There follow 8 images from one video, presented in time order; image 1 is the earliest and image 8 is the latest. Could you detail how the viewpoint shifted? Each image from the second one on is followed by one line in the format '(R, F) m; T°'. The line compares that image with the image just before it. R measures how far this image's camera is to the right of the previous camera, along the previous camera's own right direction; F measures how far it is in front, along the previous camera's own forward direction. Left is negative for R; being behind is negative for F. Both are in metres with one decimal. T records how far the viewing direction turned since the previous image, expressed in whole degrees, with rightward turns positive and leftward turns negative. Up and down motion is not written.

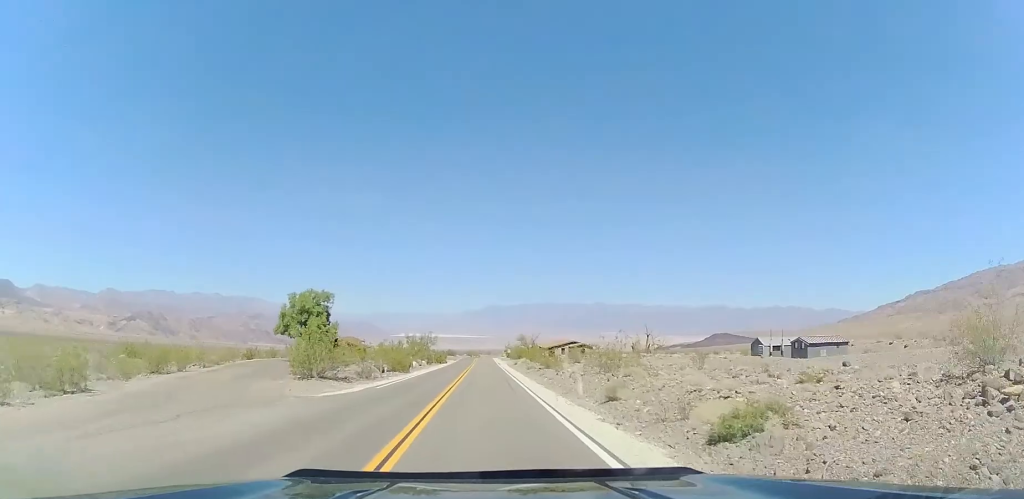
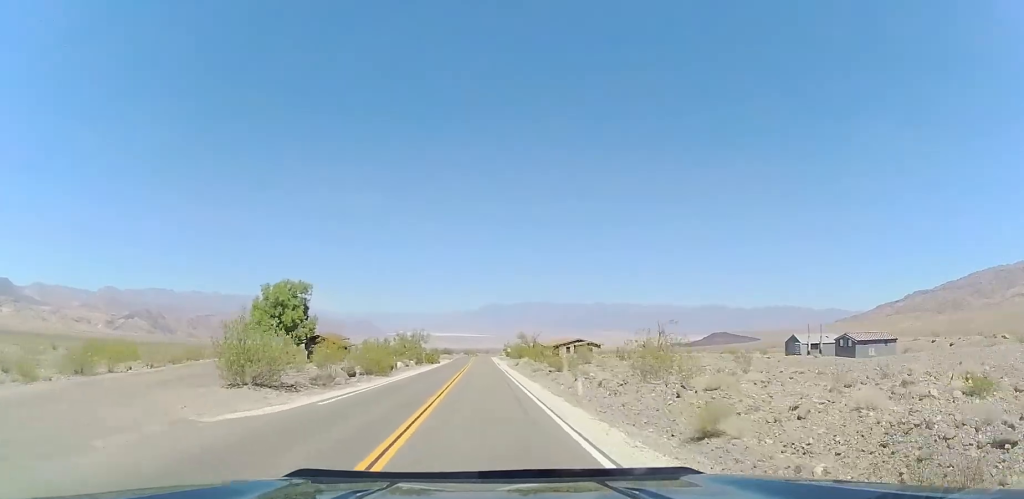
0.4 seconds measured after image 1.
(0.0, +8.6) m; 0°
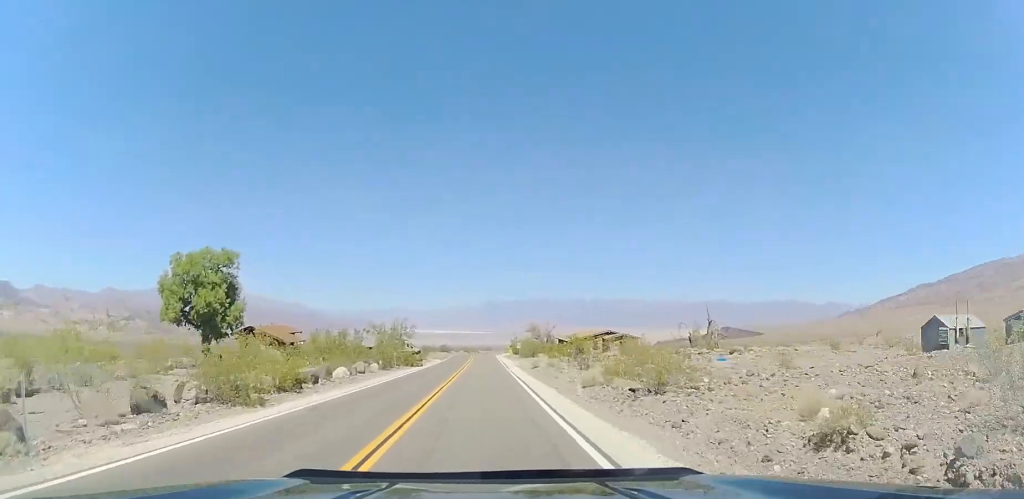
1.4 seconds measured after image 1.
(0.0, +20.6) m; 0°
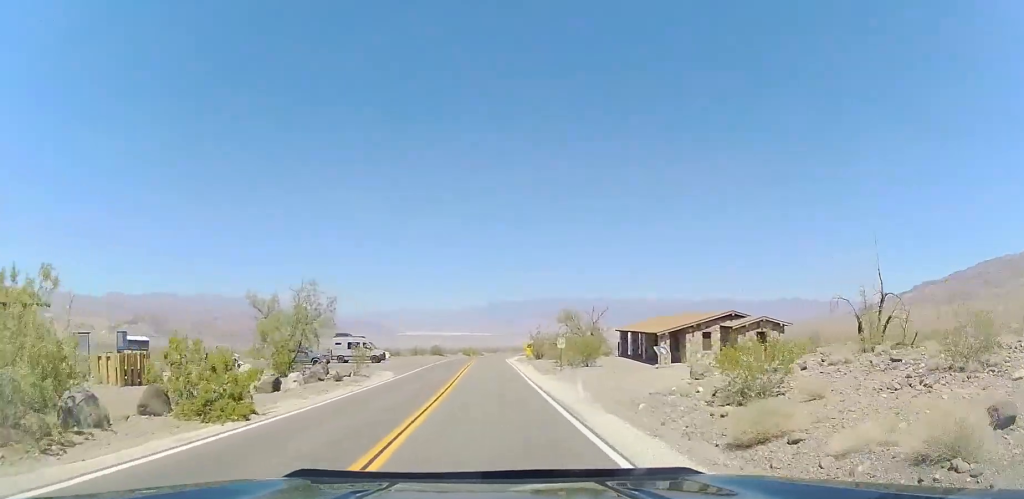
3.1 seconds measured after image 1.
(+0.5, +37.6) m; +3°
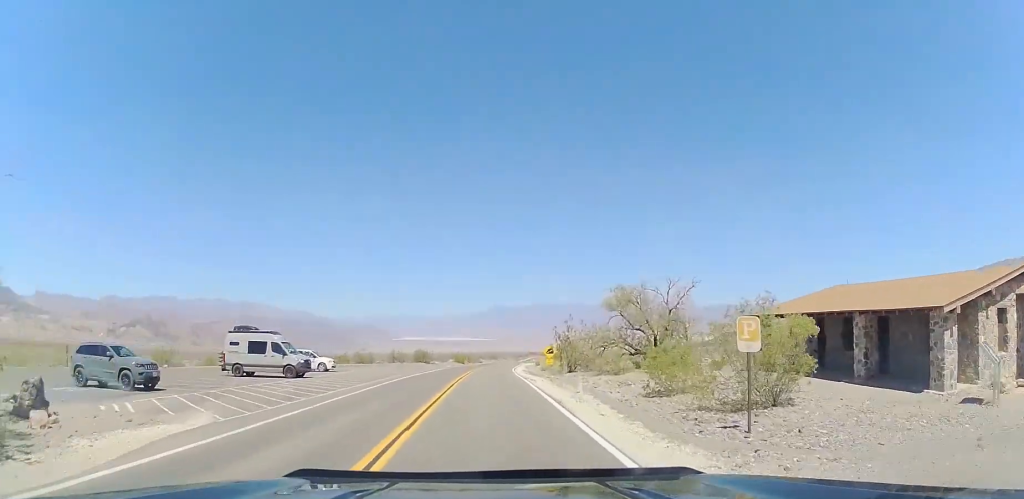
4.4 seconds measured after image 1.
(+0.6, +26.1) m; +1°
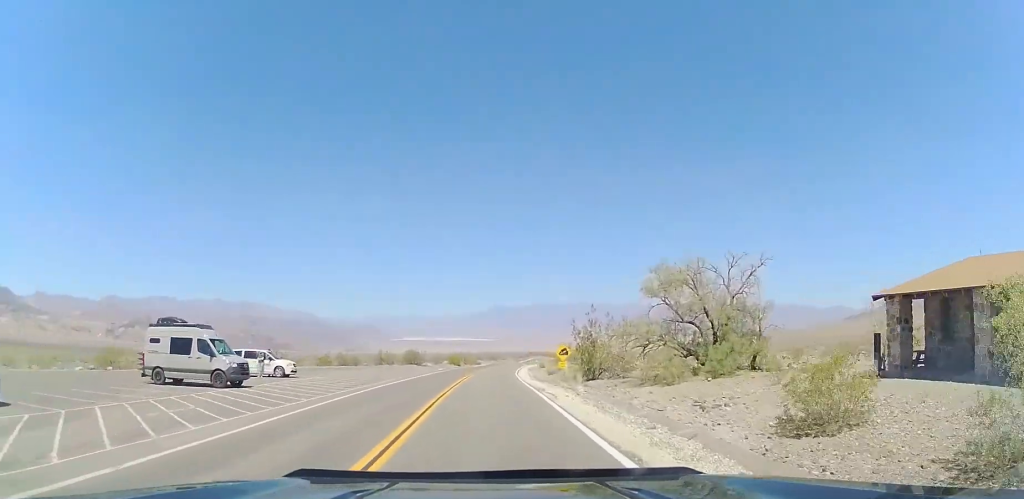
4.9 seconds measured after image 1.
(0.0, +9.4) m; 0°
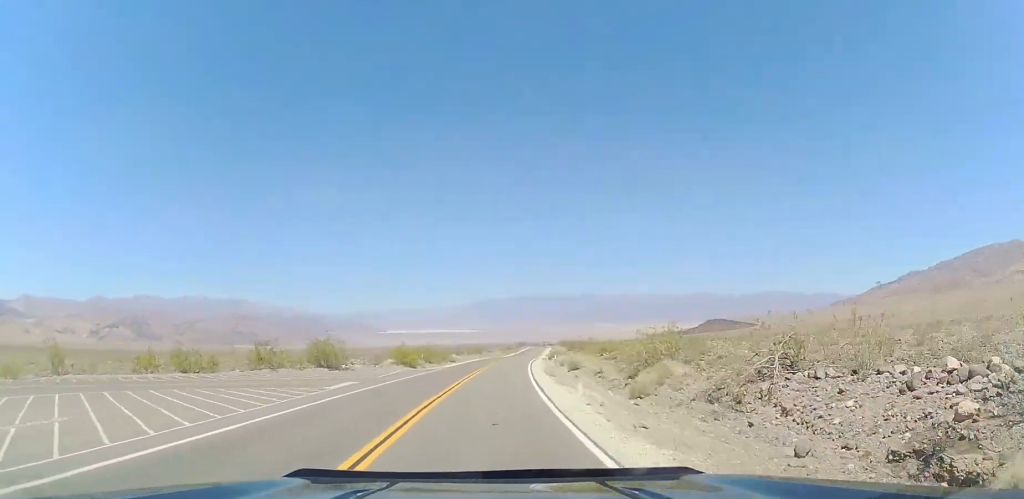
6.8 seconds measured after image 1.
(0.0, +38.3) m; 0°
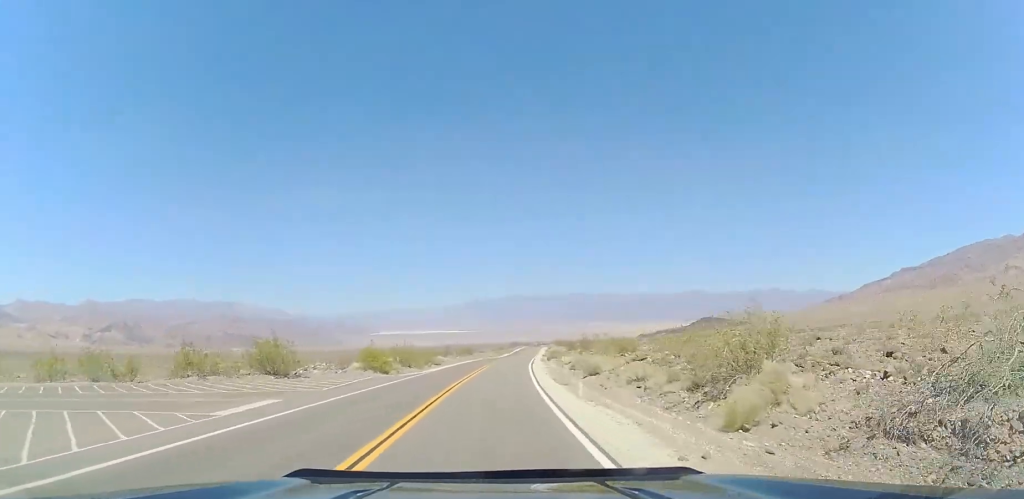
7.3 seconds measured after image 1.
(0.0, +9.2) m; 0°
